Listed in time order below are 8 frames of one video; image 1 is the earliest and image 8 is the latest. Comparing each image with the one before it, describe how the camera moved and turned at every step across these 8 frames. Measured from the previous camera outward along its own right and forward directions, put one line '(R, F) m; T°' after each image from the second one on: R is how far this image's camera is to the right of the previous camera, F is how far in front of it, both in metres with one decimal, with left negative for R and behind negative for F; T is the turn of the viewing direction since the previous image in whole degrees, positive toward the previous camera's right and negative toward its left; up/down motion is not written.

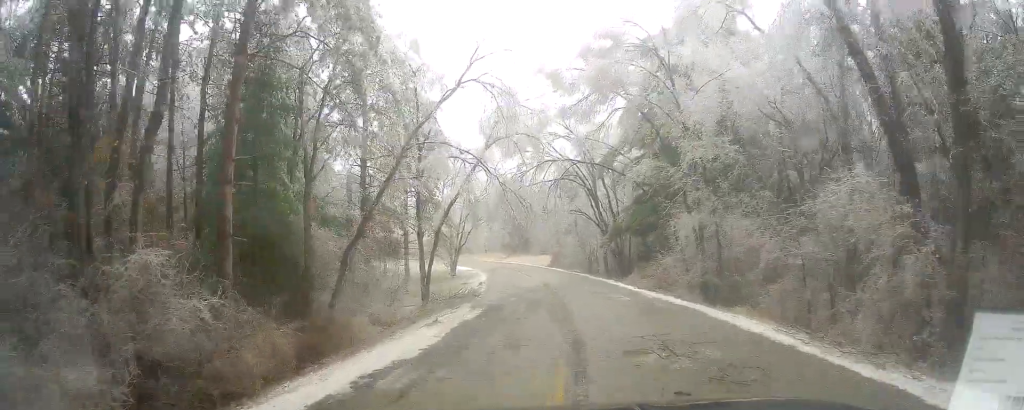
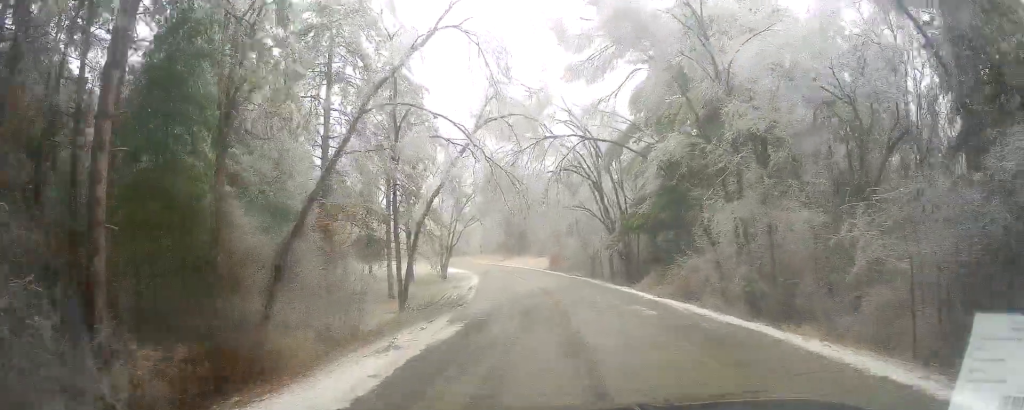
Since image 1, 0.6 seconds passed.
(-0.3, +5.4) m; +2°
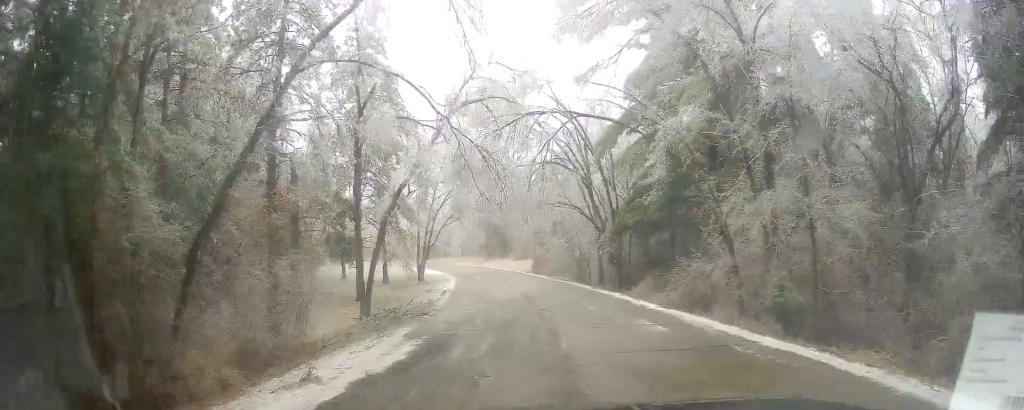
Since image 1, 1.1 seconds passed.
(+0.3, +3.9) m; +5°
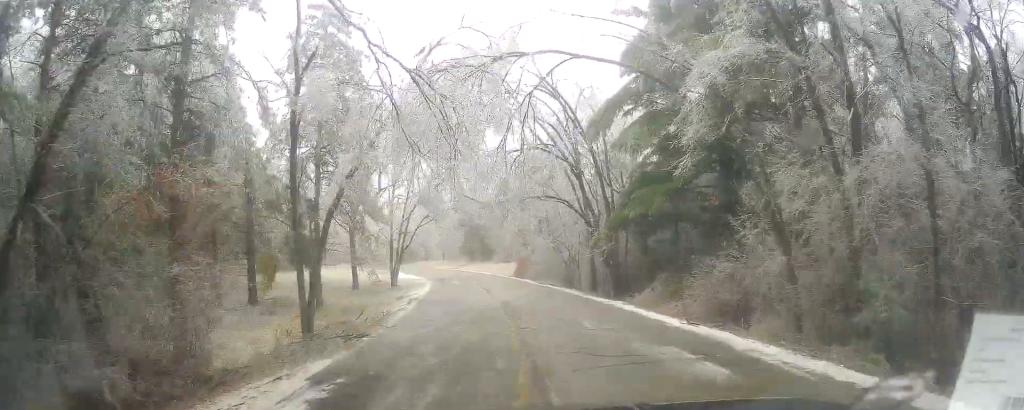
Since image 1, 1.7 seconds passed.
(+0.3, +5.4) m; +3°
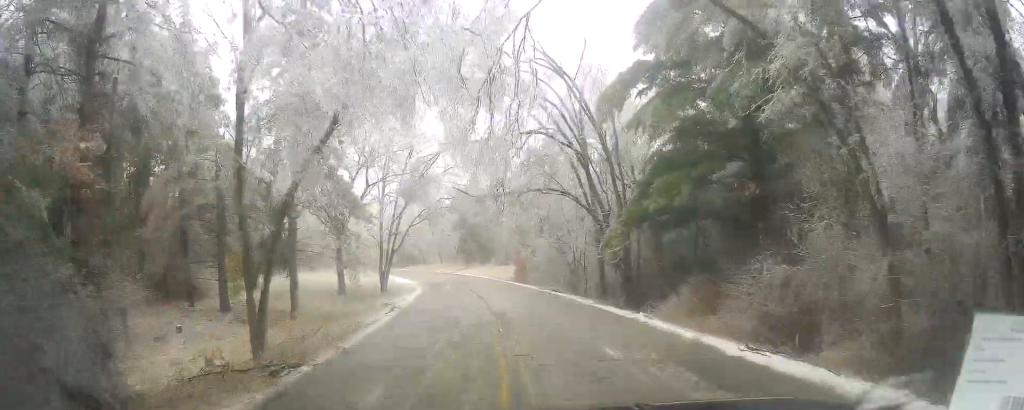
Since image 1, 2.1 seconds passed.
(+0.3, +4.2) m; -1°
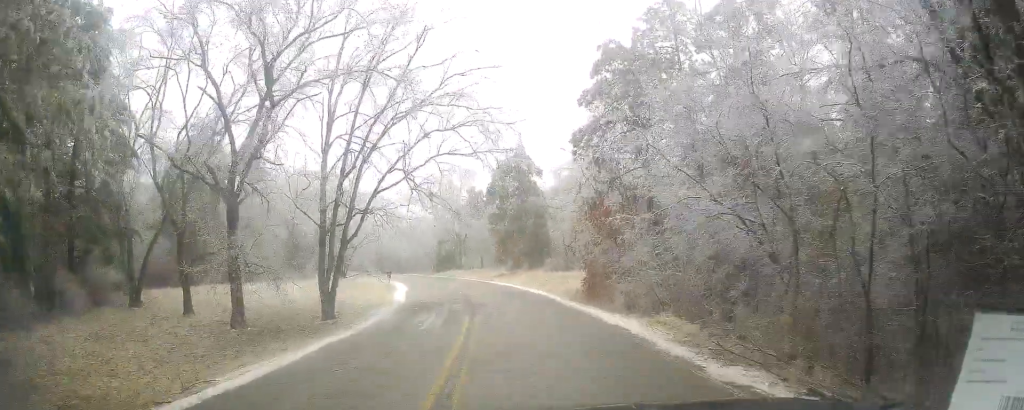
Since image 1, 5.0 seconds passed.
(-3.7, +26.3) m; -9°
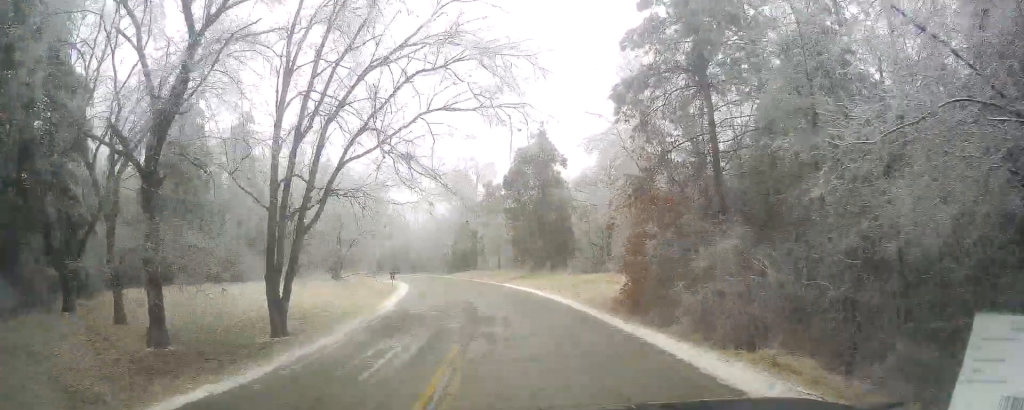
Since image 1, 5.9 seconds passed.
(+0.1, +8.0) m; 0°
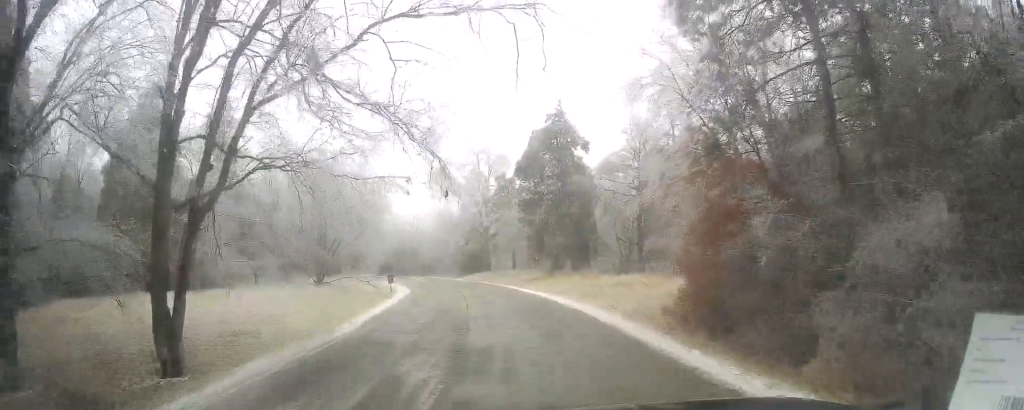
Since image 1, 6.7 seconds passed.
(-0.1, +8.0) m; -2°
